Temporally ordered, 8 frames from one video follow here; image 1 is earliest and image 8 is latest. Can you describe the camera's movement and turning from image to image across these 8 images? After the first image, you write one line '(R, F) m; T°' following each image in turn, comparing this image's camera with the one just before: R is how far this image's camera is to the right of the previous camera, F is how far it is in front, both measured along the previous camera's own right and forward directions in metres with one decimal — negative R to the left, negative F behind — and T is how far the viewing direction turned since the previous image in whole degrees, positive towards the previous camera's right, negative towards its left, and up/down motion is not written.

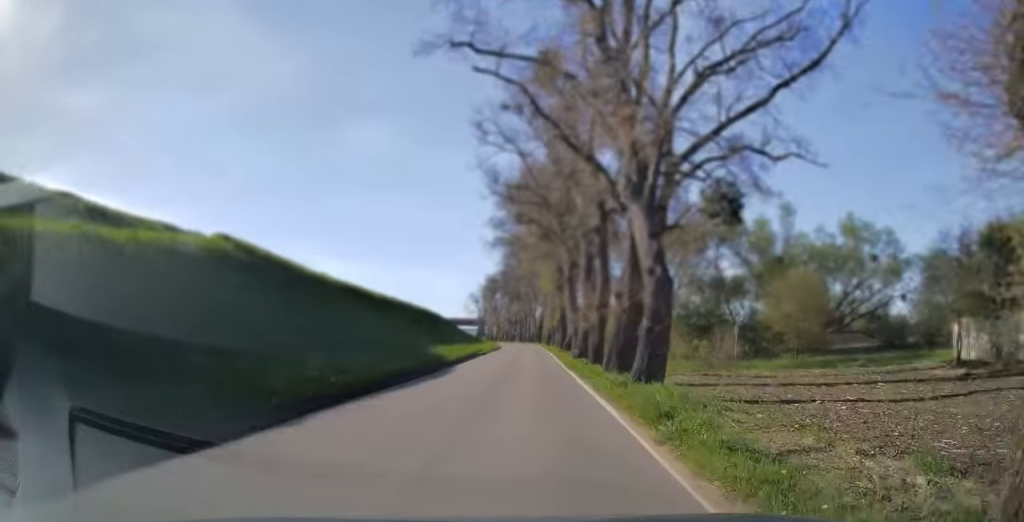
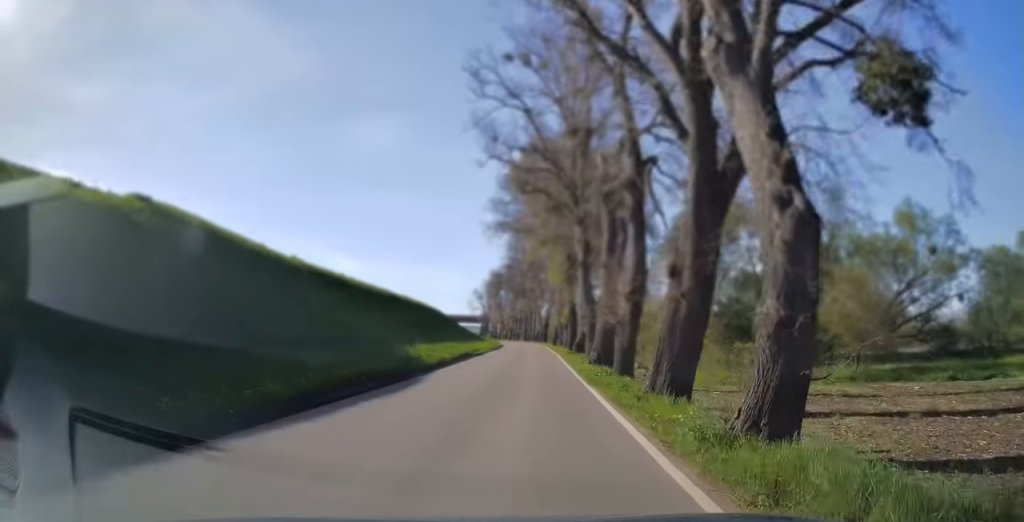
(0.0, +7.5) m; 0°
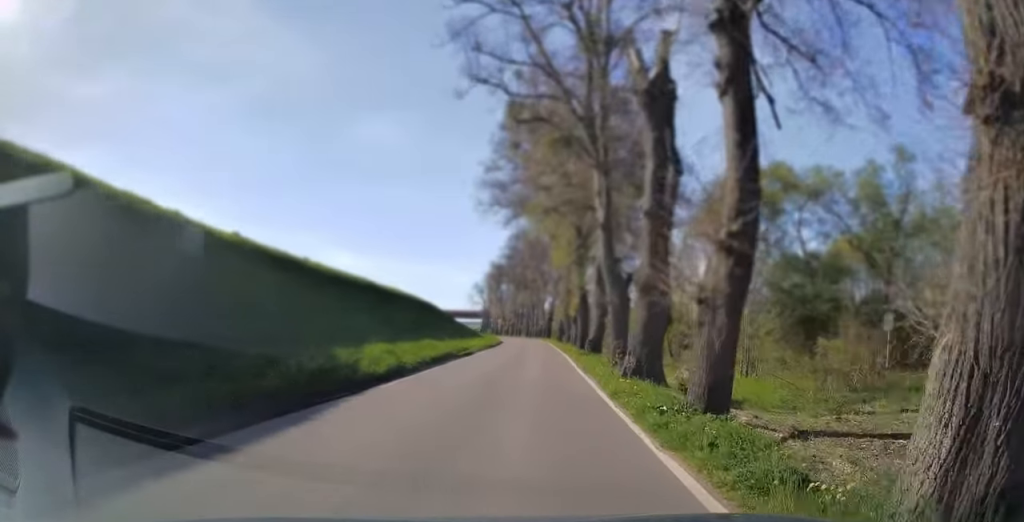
(0.0, +9.5) m; 0°
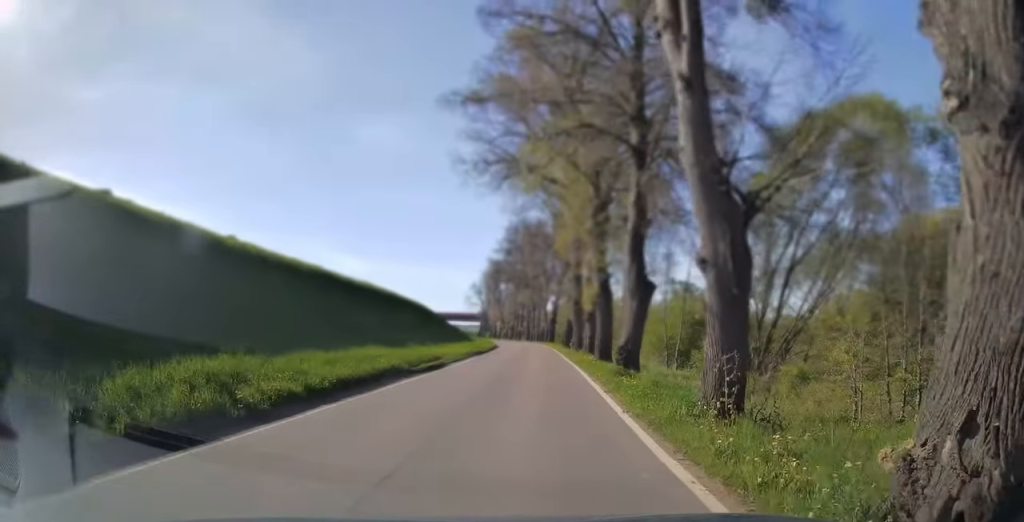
(0.0, +12.2) m; 0°
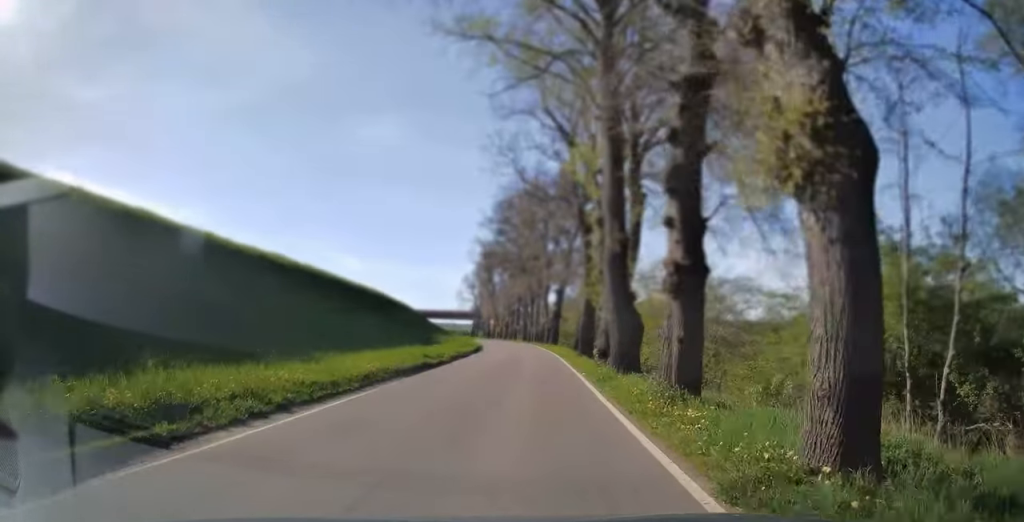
(0.0, +21.8) m; 0°
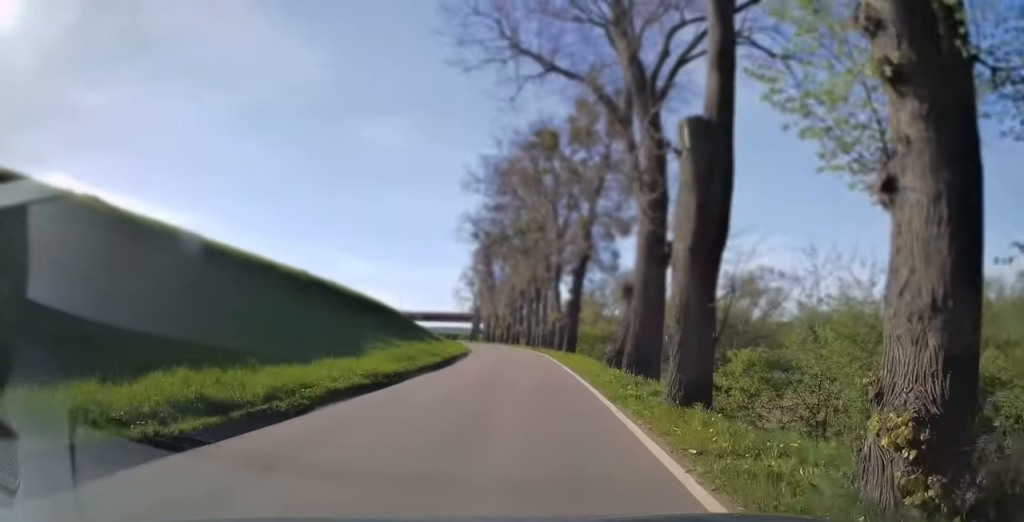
(-0.1, +20.4) m; -2°
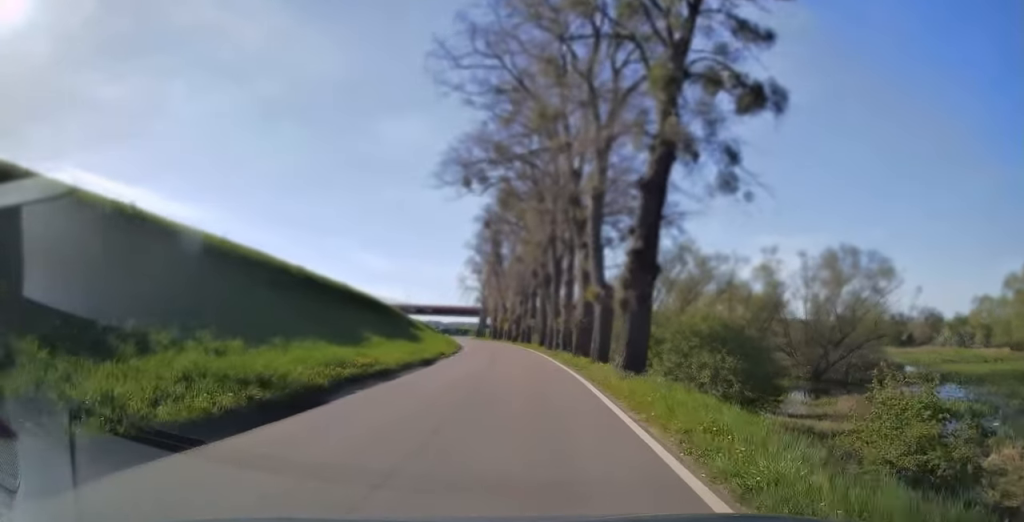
(-0.4, +22.4) m; -1°
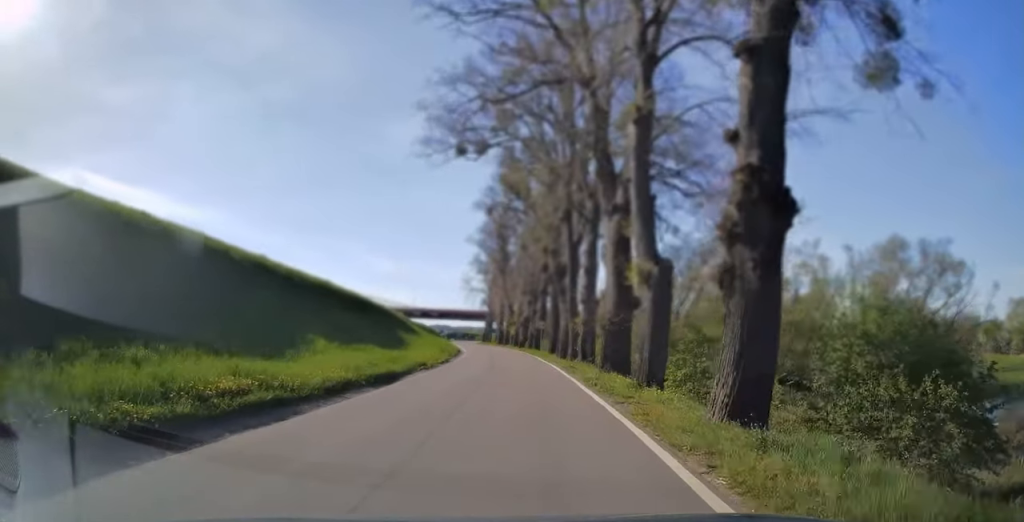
(+0.2, +8.9) m; -1°
